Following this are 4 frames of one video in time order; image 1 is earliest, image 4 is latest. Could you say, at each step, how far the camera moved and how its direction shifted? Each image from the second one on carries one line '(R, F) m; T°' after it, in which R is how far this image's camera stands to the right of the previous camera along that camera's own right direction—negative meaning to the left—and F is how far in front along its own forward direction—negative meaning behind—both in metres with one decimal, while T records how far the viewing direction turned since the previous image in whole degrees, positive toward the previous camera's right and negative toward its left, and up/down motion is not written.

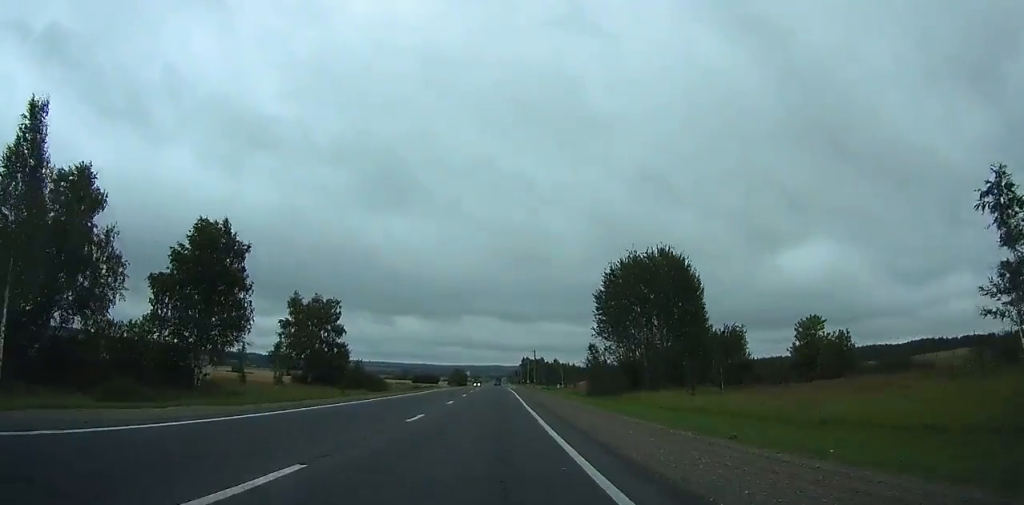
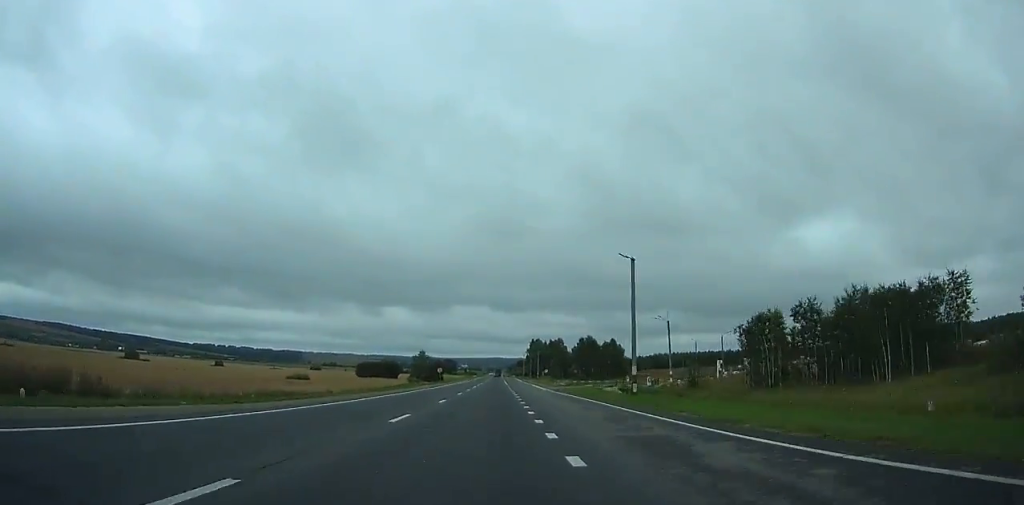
(-0.4, +130.2) m; 0°
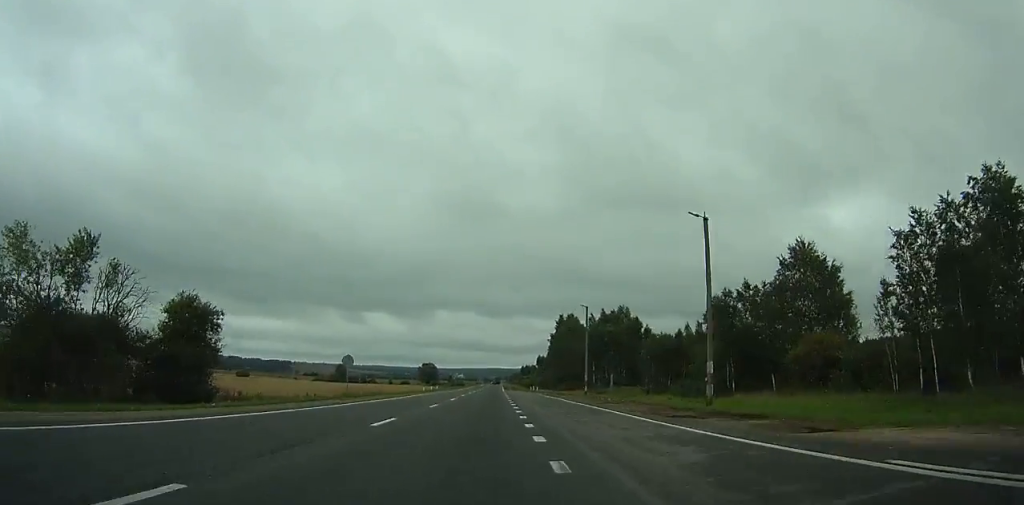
(+0.3, +160.2) m; 0°
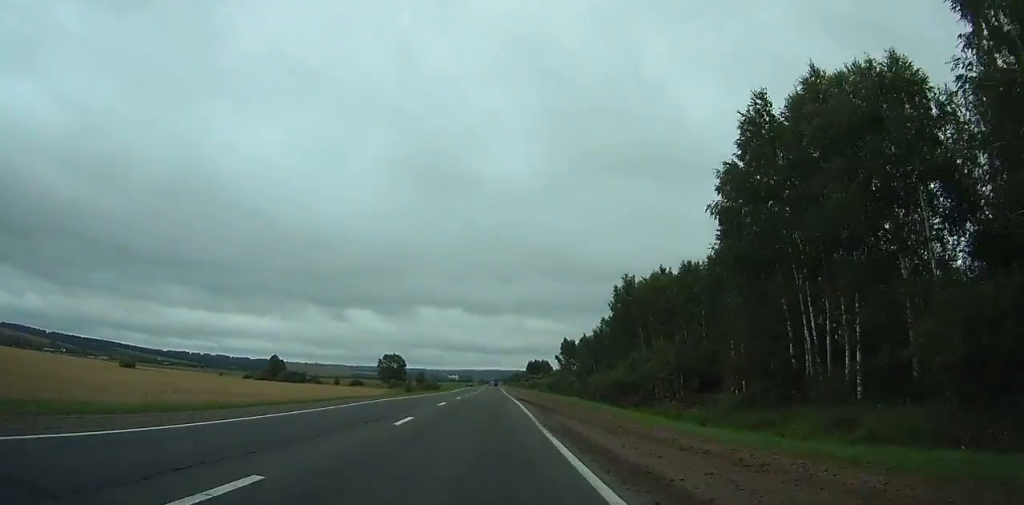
(0.0, +128.5) m; 0°
